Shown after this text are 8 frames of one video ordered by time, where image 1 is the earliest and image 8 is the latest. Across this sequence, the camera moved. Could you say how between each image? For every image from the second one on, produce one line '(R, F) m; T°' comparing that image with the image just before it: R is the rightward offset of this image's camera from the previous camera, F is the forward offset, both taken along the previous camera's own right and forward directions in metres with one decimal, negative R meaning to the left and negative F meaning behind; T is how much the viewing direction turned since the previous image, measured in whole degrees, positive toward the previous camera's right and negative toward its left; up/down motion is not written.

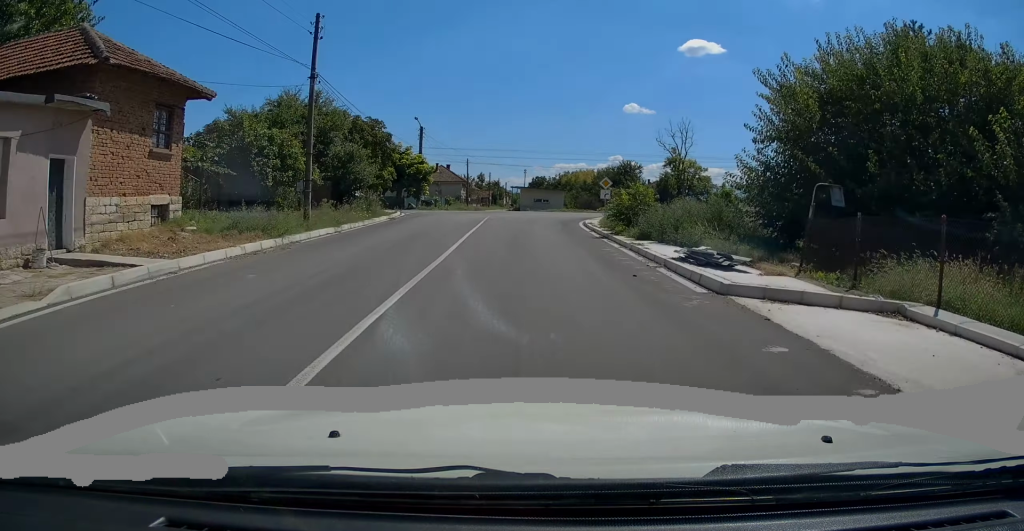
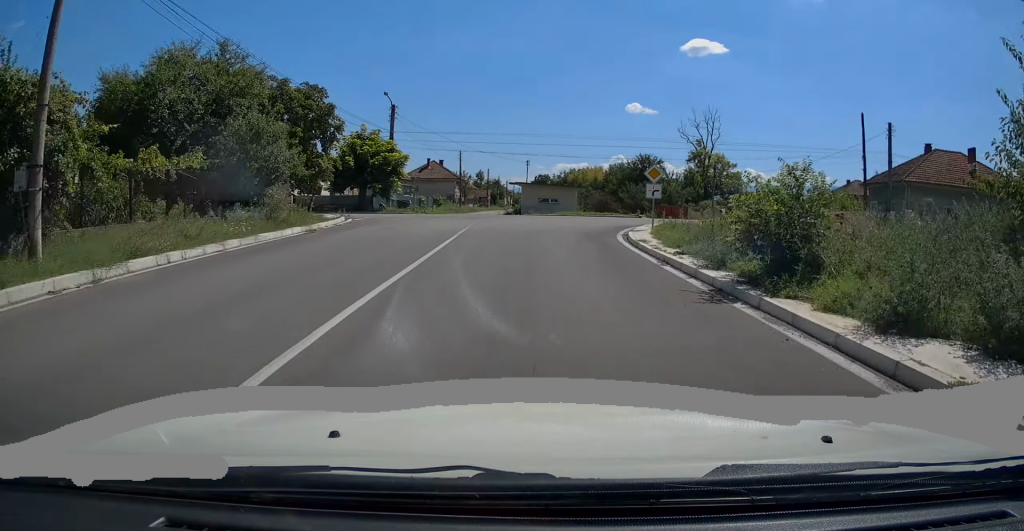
(0.0, +12.6) m; 0°
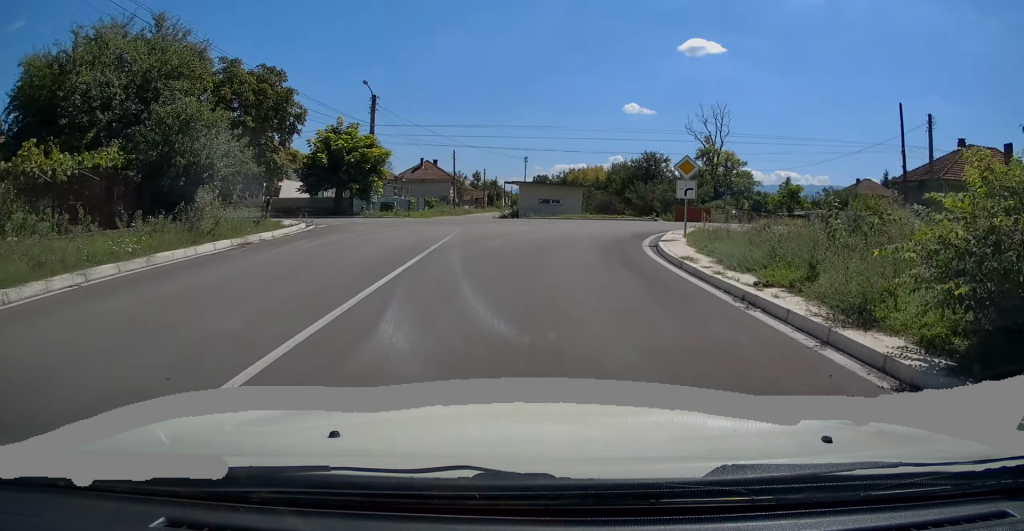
(0.0, +4.7) m; +1°
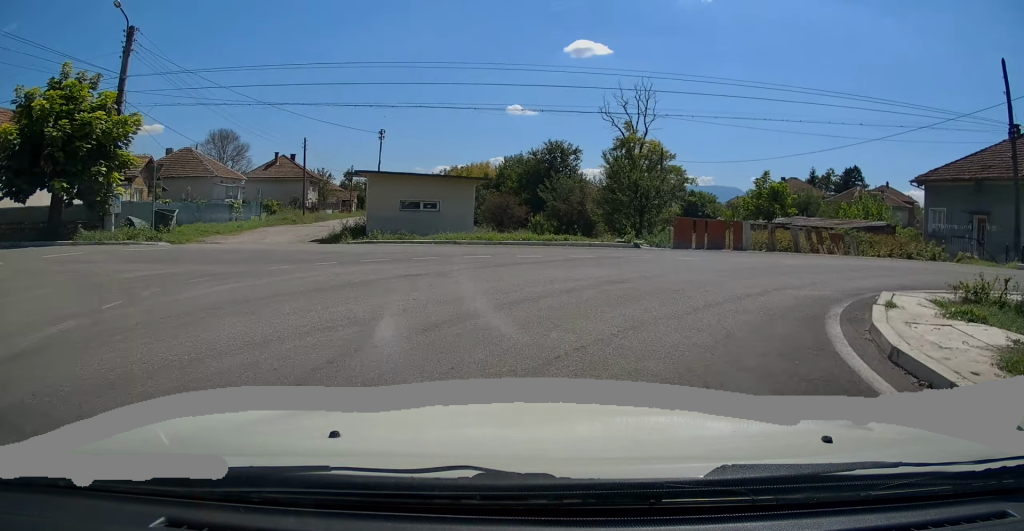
(+0.9, +16.5) m; +14°
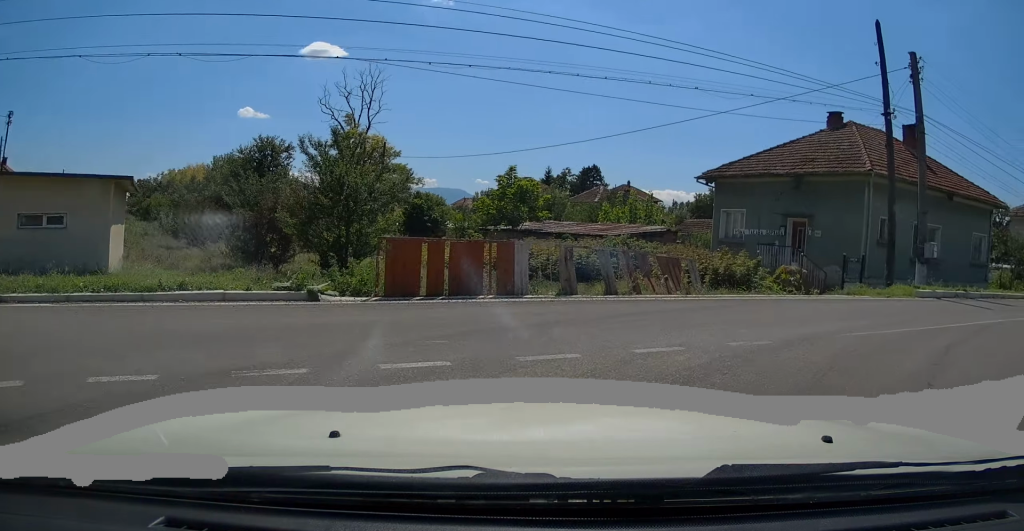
(+1.5, +7.5) m; +37°
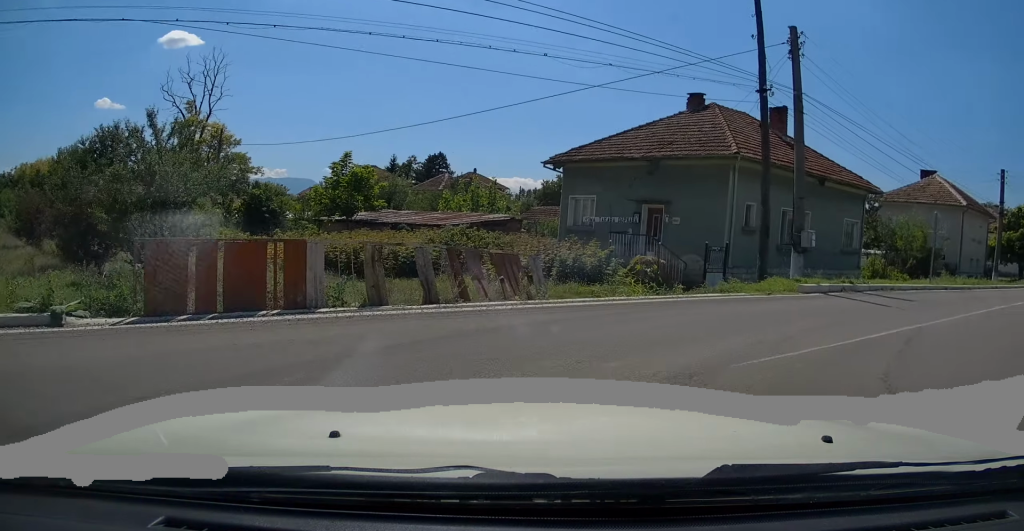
(+0.1, +1.9) m; +14°
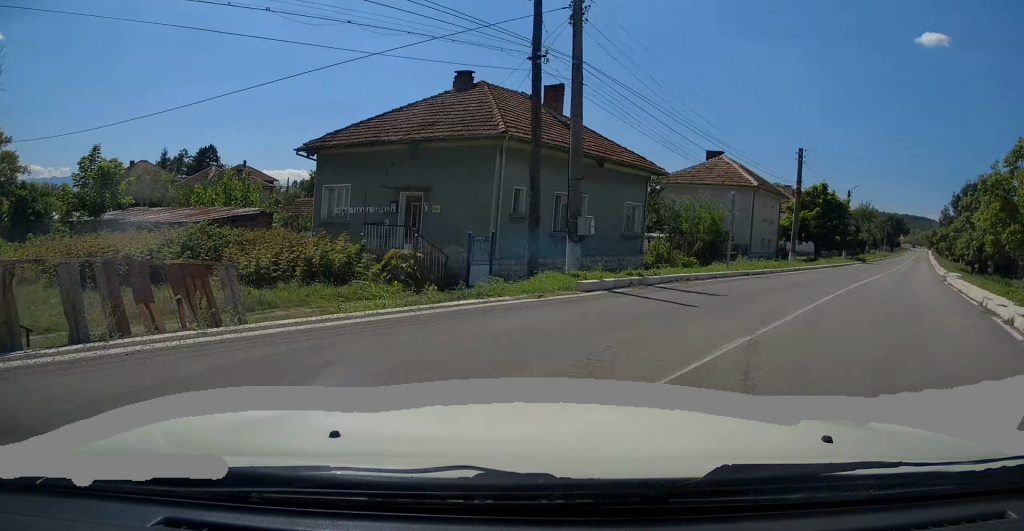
(+0.8, +2.2) m; +15°
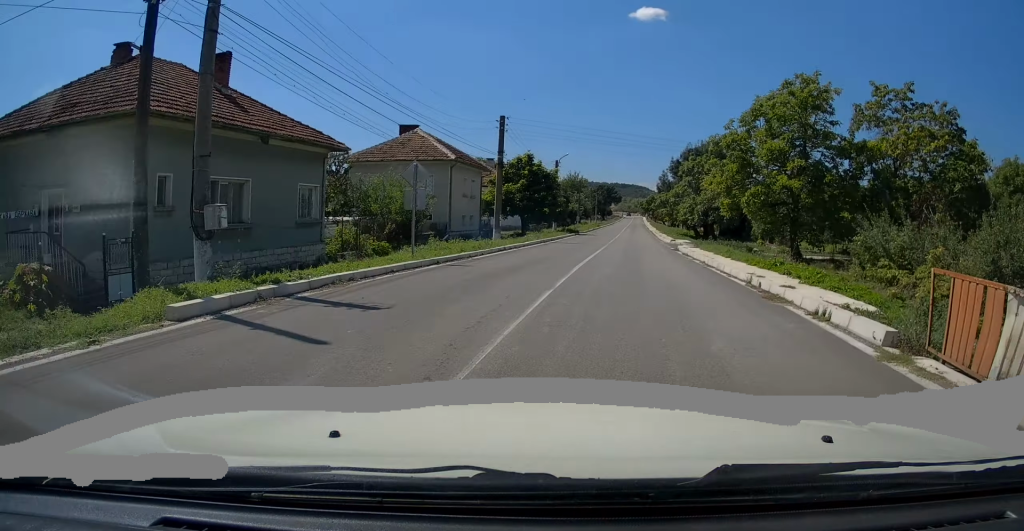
(+0.6, +3.8) m; +16°
